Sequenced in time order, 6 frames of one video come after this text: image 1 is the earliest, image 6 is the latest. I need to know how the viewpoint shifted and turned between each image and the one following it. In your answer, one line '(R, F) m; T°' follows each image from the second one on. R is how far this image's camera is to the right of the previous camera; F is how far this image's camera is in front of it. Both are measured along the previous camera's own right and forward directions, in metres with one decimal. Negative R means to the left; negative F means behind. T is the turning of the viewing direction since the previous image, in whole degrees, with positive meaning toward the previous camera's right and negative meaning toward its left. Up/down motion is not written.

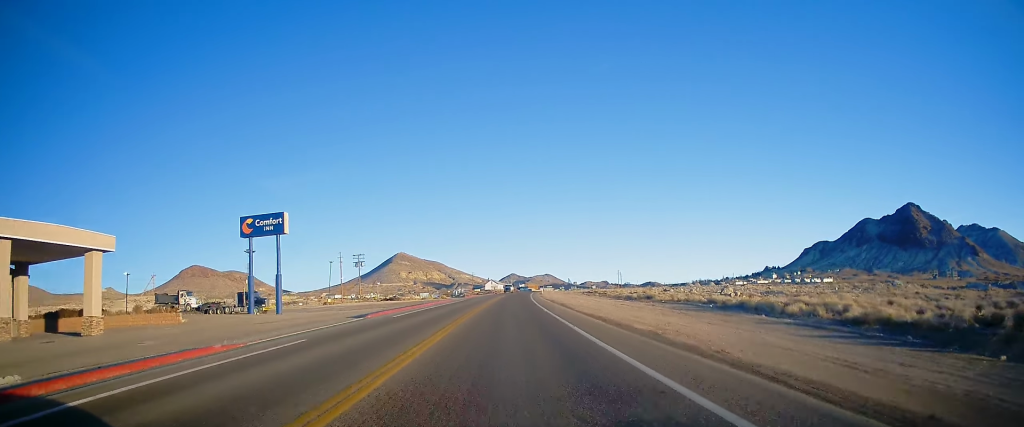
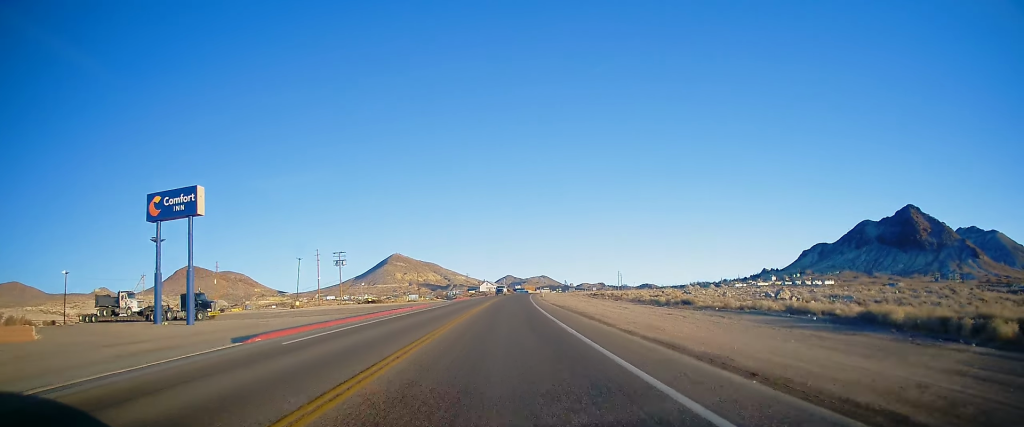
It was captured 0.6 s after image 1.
(+0.1, +13.5) m; 0°
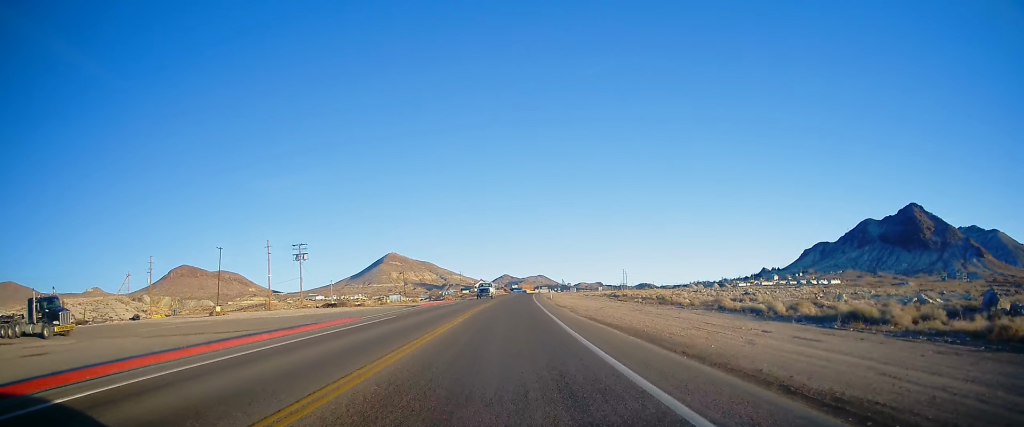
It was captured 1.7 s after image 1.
(+0.1, +23.8) m; 0°
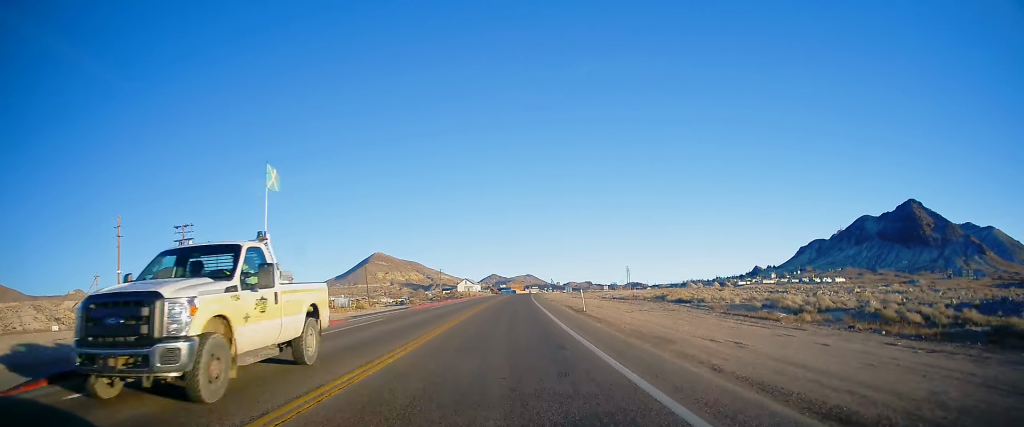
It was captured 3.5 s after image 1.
(+0.3, +38.1) m; +1°
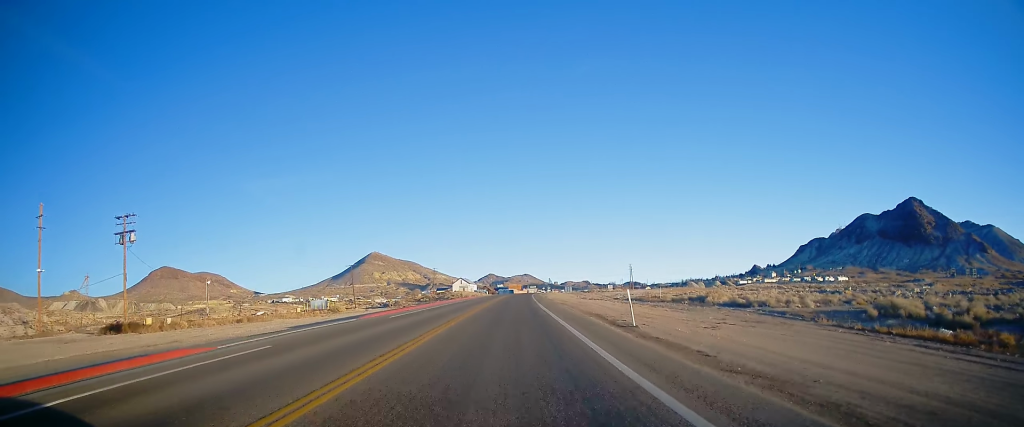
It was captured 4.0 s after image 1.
(-0.1, +12.5) m; +1°
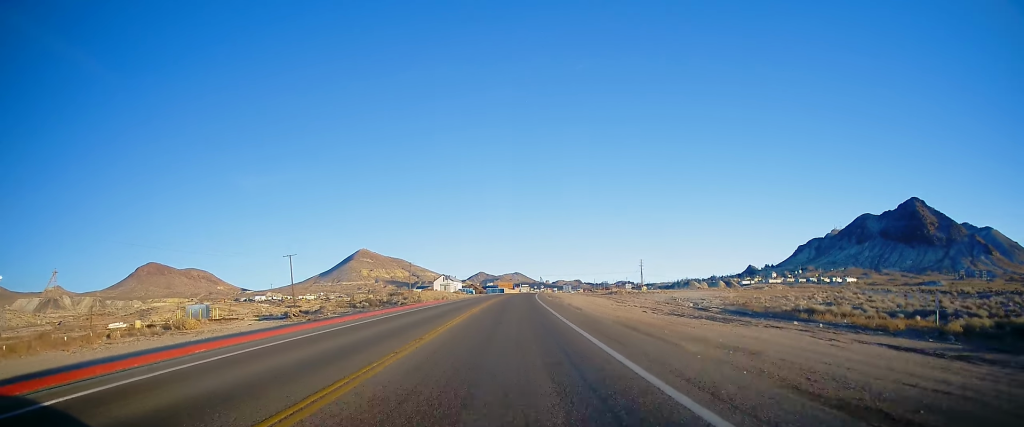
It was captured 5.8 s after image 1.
(+0.2, +38.9) m; 0°
